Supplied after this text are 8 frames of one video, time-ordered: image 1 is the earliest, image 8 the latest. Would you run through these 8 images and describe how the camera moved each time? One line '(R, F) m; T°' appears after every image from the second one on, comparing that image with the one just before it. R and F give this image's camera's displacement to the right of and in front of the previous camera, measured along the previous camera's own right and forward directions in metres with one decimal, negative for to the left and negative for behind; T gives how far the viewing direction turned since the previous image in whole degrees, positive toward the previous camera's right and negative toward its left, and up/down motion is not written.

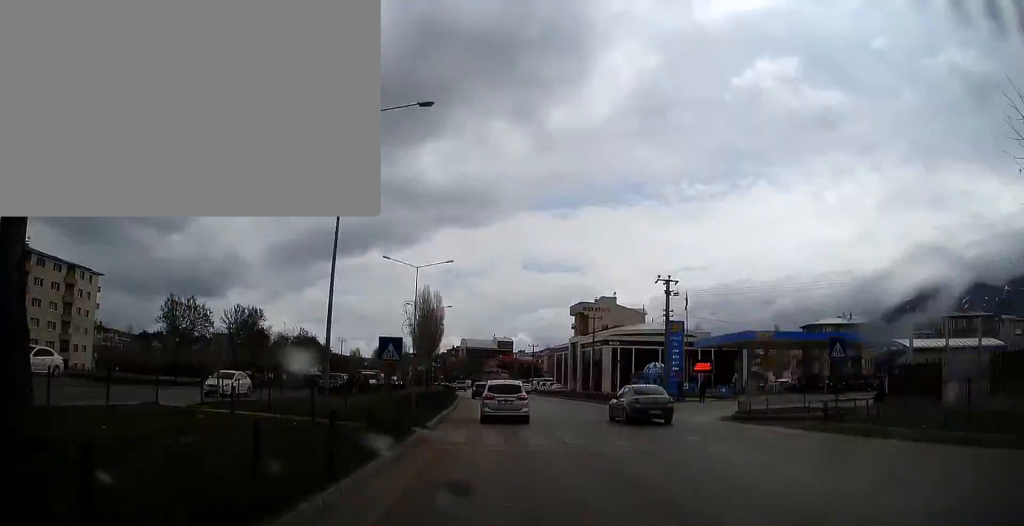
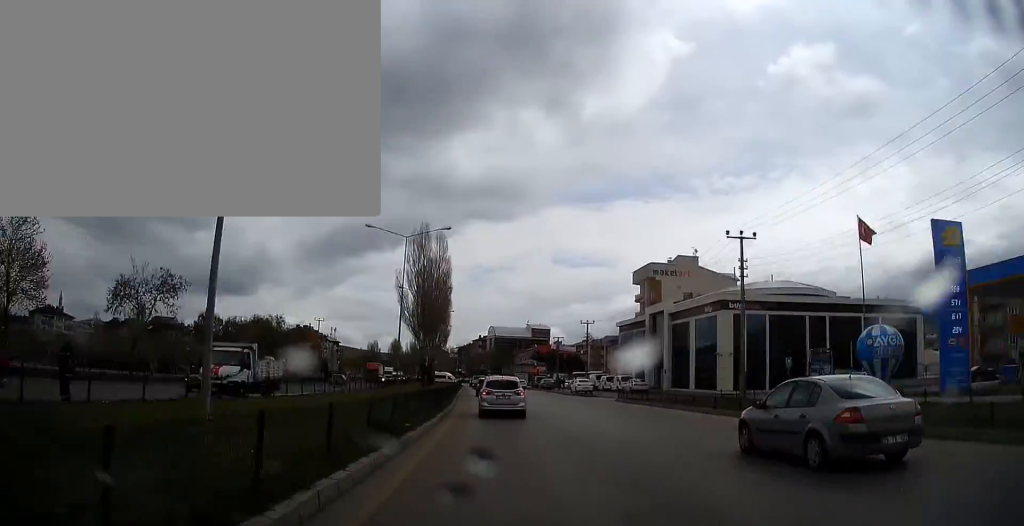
(-0.4, +29.0) m; -2°
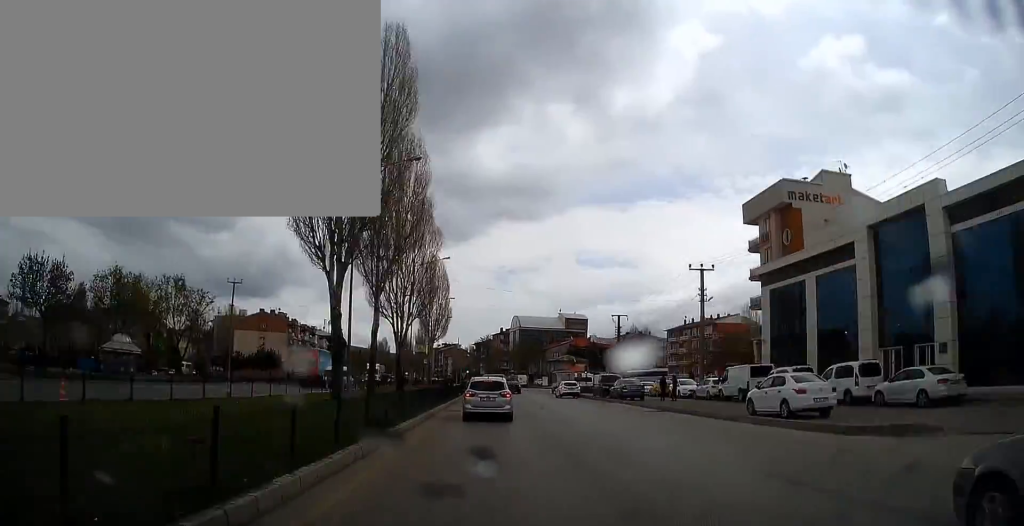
(-0.5, +28.6) m; -1°
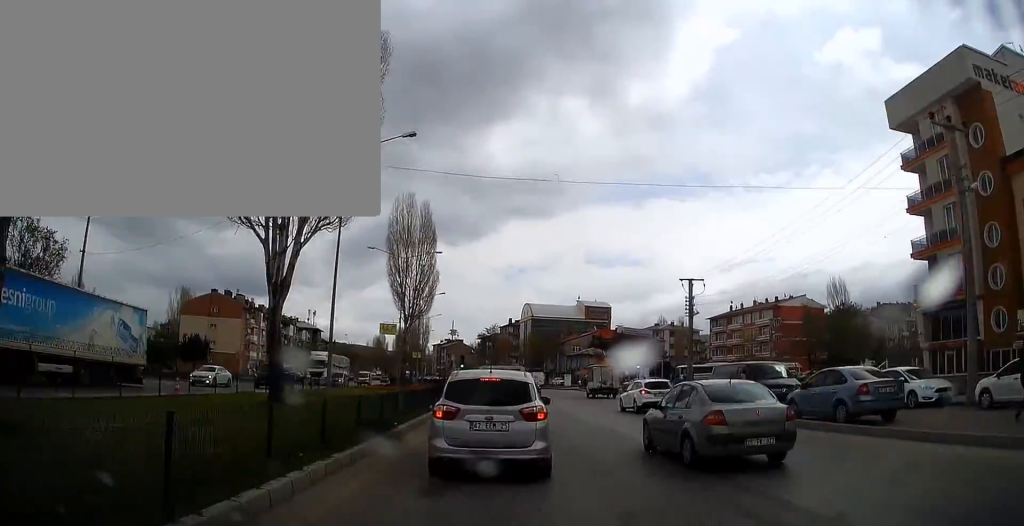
(-0.3, +24.1) m; -1°
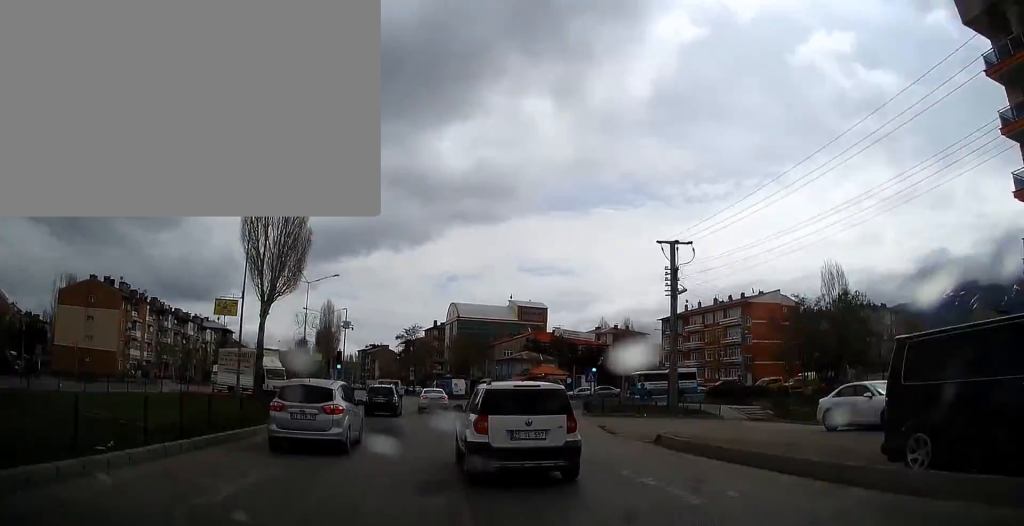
(-3.9, +78.4) m; -7°
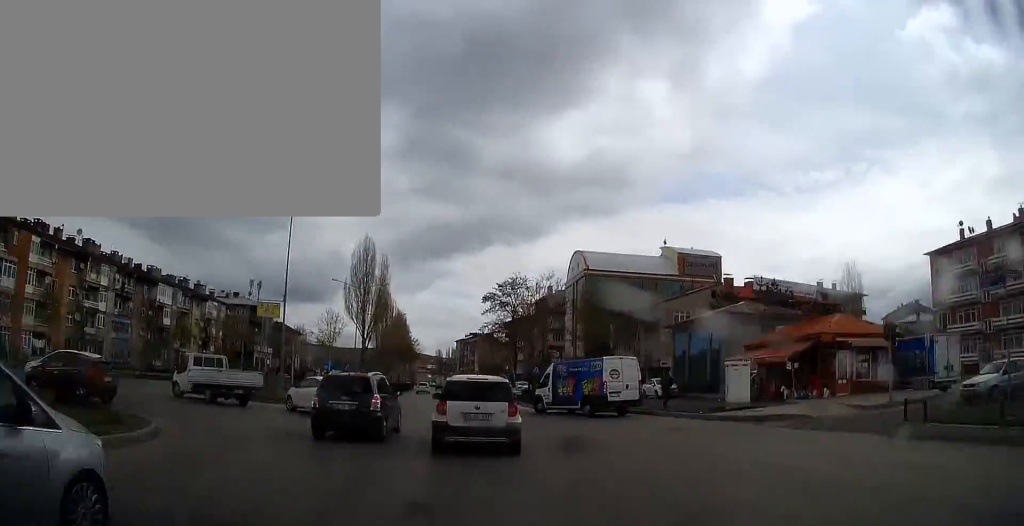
(-1.5, +49.2) m; -4°
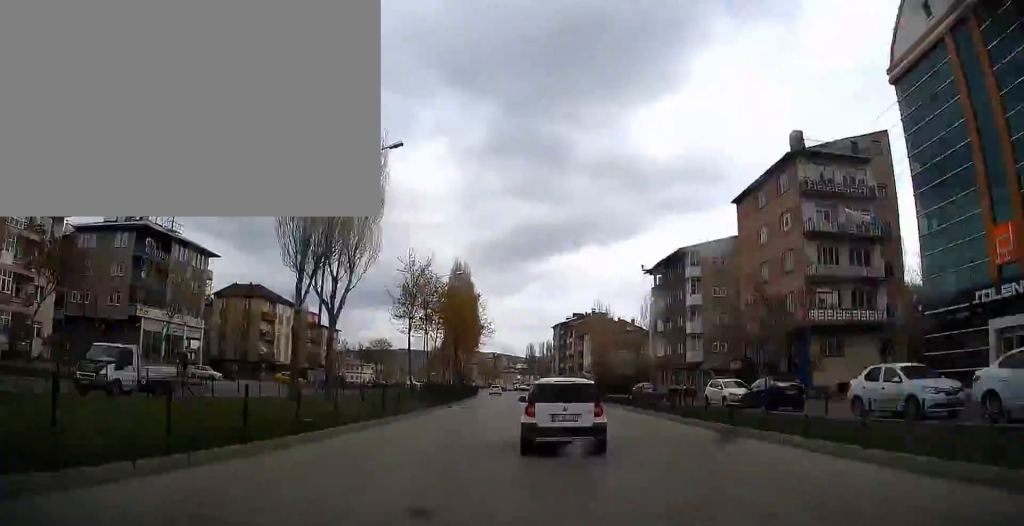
(-2.4, +70.6) m; -4°
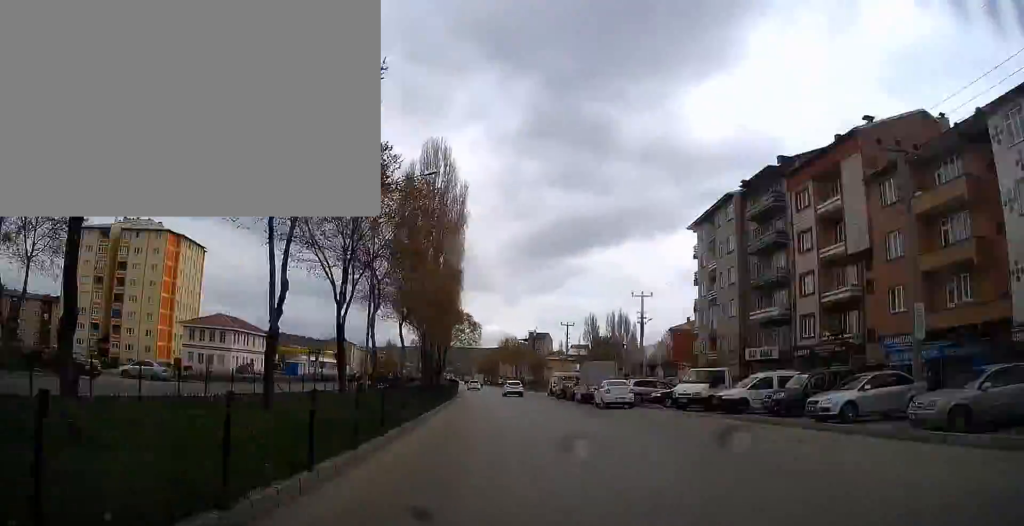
(-4.3, +106.5) m; -4°
